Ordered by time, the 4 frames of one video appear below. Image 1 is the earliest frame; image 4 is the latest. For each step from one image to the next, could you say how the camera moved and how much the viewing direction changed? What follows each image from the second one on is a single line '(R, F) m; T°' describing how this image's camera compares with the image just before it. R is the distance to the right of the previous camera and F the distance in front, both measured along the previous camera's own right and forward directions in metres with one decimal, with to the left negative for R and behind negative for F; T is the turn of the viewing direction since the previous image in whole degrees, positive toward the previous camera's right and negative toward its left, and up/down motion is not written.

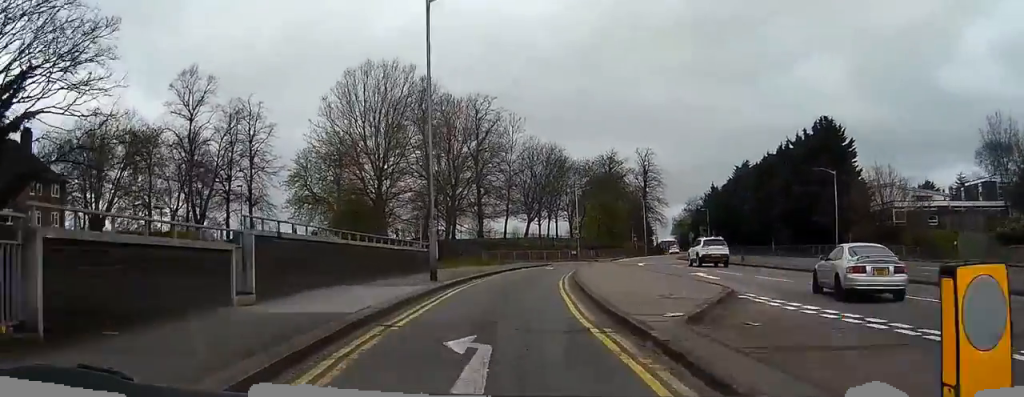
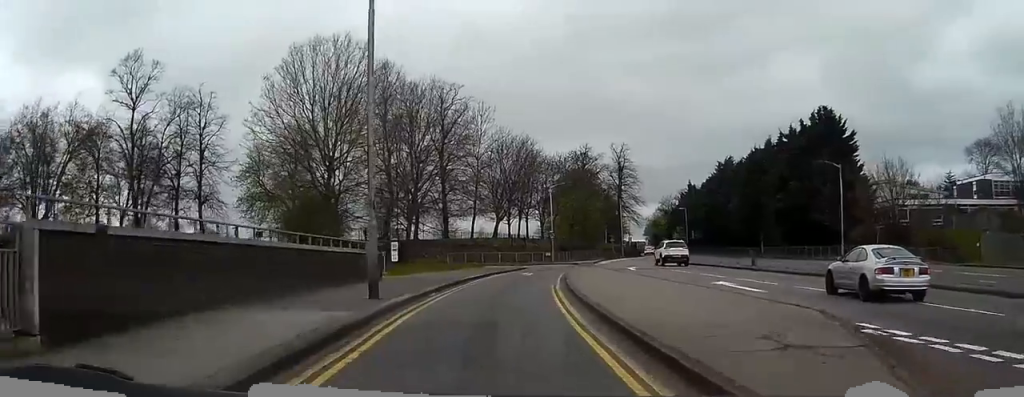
(+0.3, +7.1) m; +2°
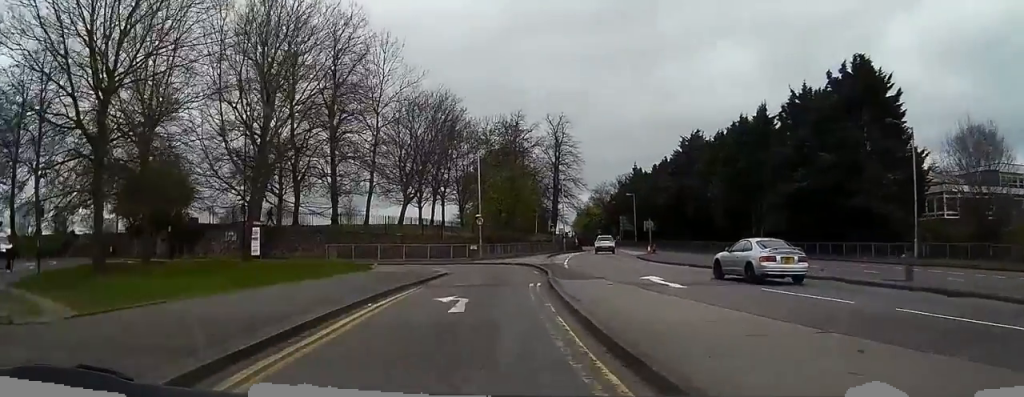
(+1.3, +22.1) m; +7°
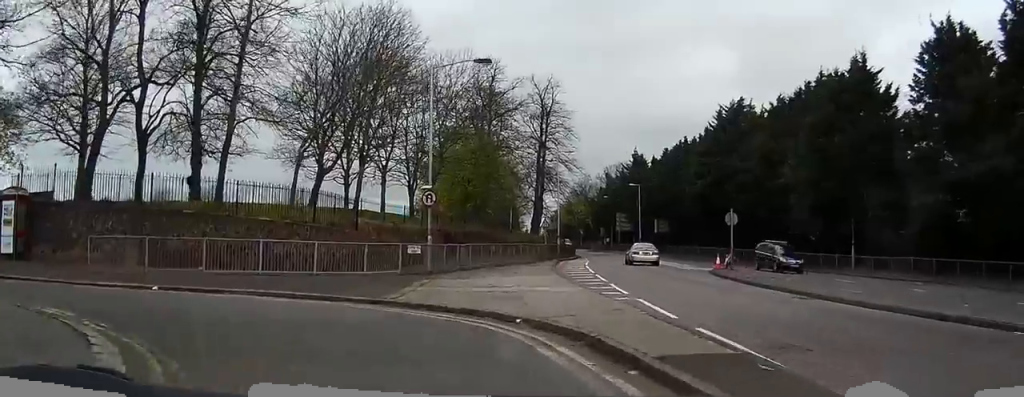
(+0.5, +26.6) m; -1°
